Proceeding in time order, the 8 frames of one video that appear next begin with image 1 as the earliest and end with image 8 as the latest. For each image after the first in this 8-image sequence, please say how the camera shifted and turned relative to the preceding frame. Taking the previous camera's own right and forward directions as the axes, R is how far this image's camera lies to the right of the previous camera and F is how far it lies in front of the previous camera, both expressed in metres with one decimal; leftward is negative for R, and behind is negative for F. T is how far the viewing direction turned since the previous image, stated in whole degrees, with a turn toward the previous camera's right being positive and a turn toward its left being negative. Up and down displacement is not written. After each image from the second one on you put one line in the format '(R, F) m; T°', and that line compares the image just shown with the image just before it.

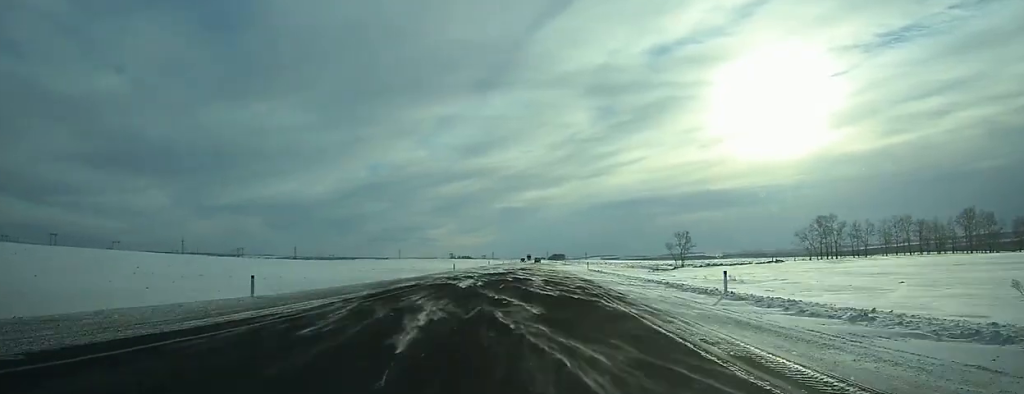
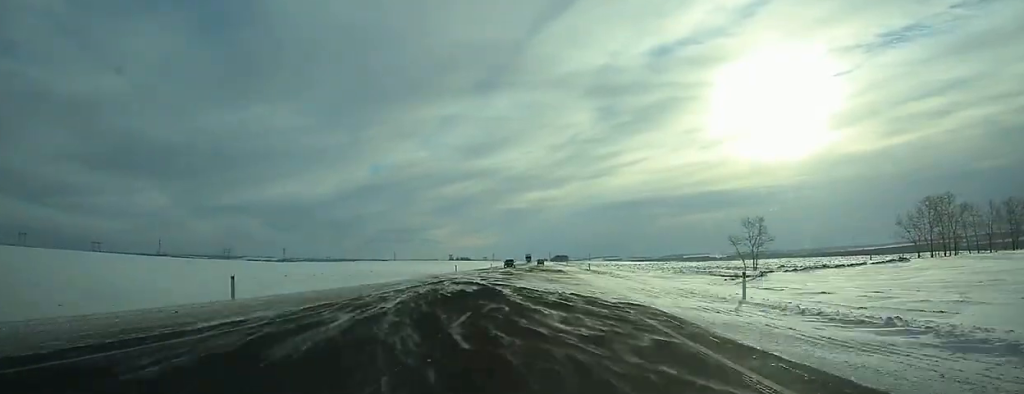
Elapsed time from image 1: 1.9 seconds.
(0.0, +47.6) m; 0°
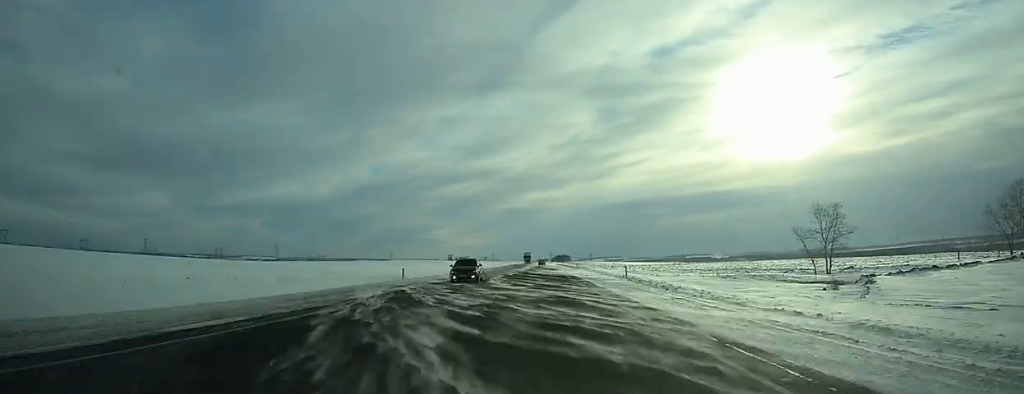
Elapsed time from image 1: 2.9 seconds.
(0.0, +26.2) m; 0°
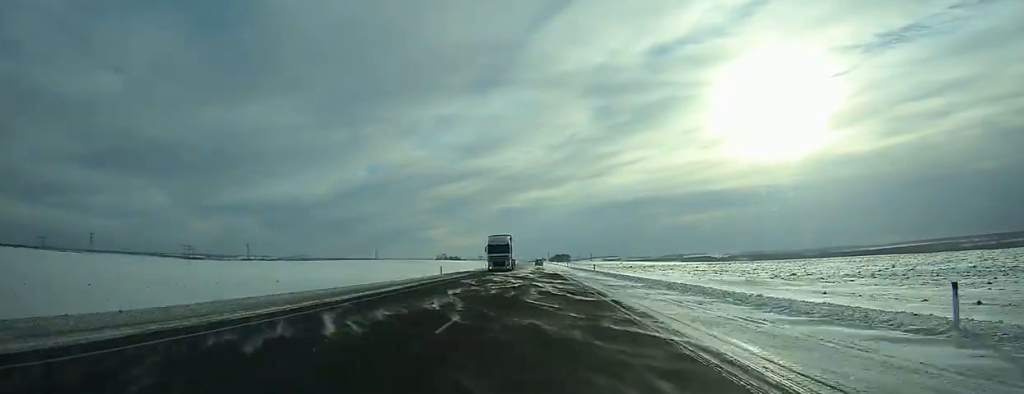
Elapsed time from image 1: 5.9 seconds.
(-0.3, +81.7) m; 0°
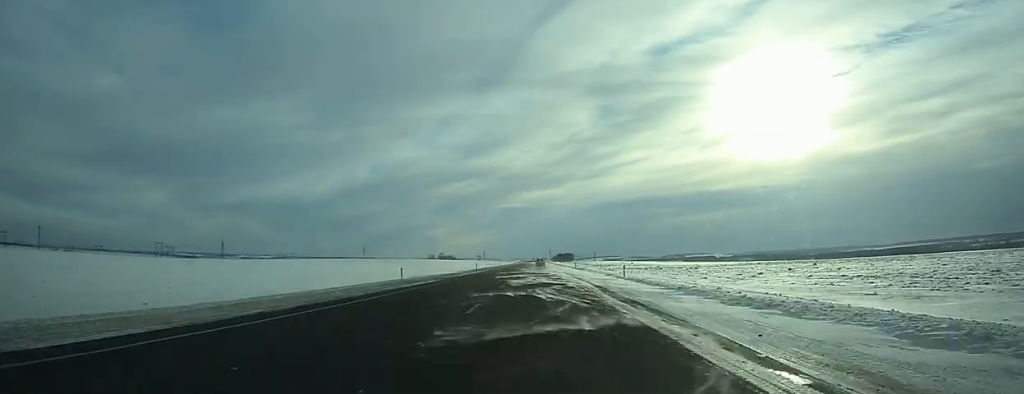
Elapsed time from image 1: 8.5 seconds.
(+0.3, +68.8) m; 0°
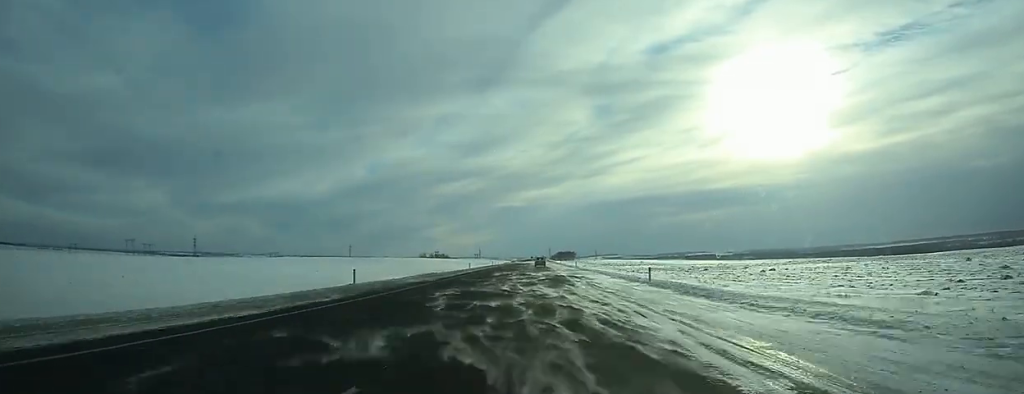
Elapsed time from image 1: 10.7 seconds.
(0.0, +59.9) m; 0°
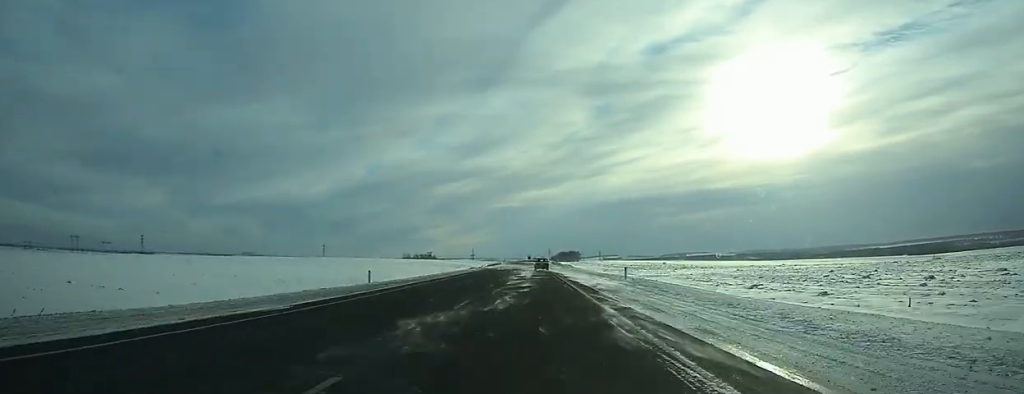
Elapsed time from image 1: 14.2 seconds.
(+0.1, +96.1) m; 0°
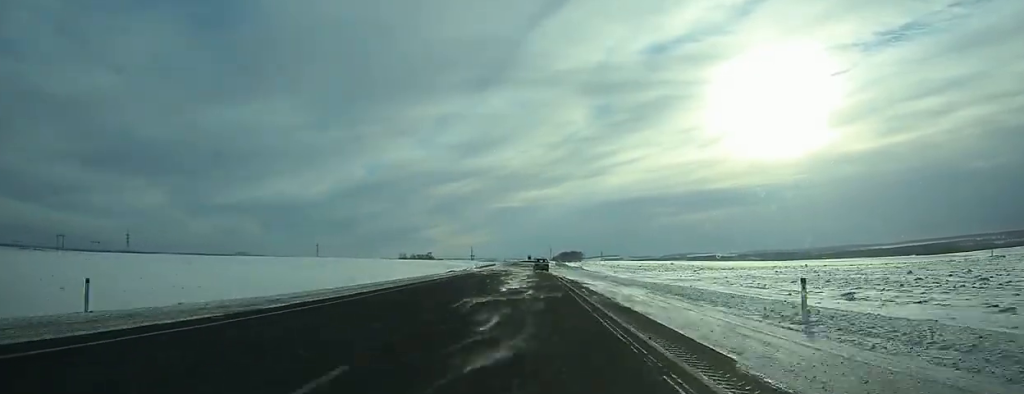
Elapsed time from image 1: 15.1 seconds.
(0.0, +23.3) m; 0°
